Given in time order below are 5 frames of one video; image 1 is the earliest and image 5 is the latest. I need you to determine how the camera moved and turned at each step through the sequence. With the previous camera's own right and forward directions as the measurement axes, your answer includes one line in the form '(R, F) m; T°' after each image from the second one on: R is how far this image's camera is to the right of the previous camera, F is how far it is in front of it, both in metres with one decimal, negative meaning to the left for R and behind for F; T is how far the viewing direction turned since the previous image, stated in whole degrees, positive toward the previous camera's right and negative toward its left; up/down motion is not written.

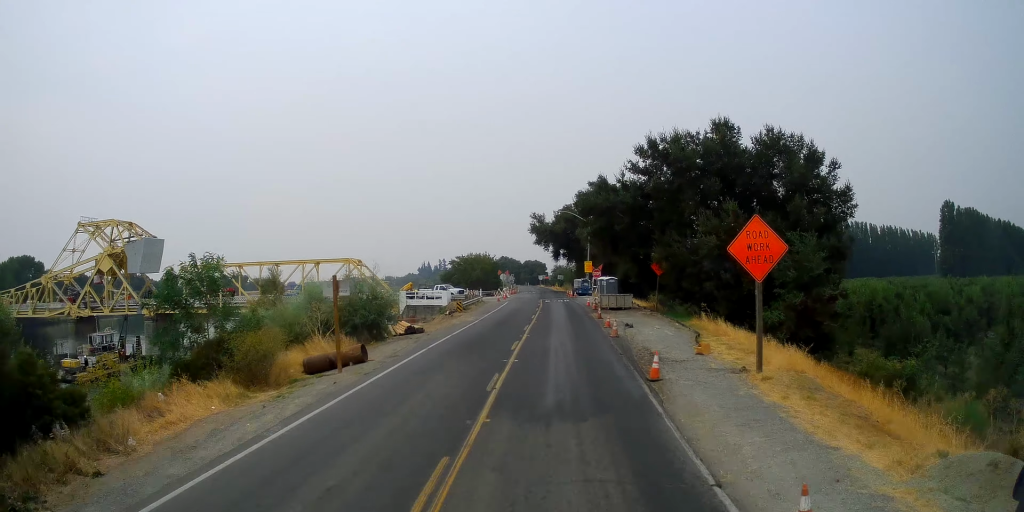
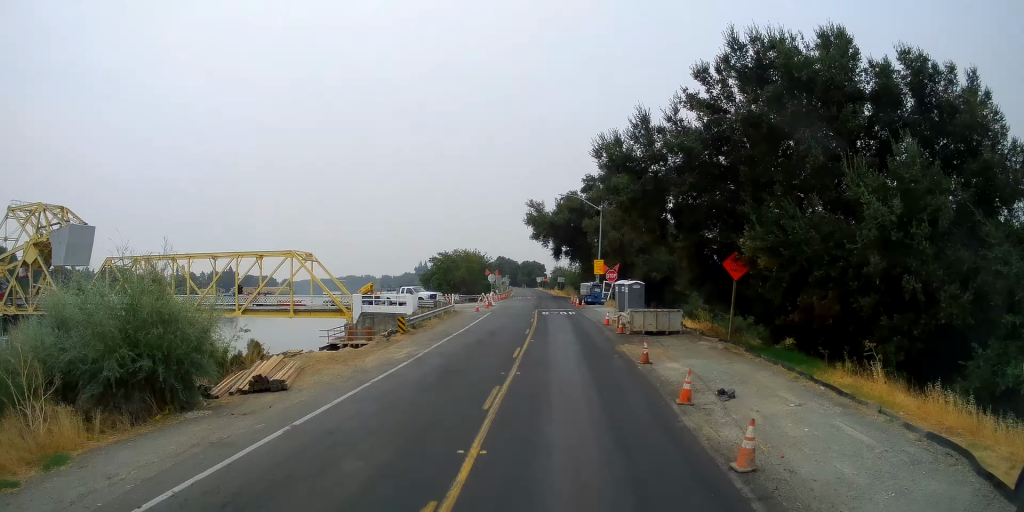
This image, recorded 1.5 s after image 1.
(-0.2, +18.7) m; -3°
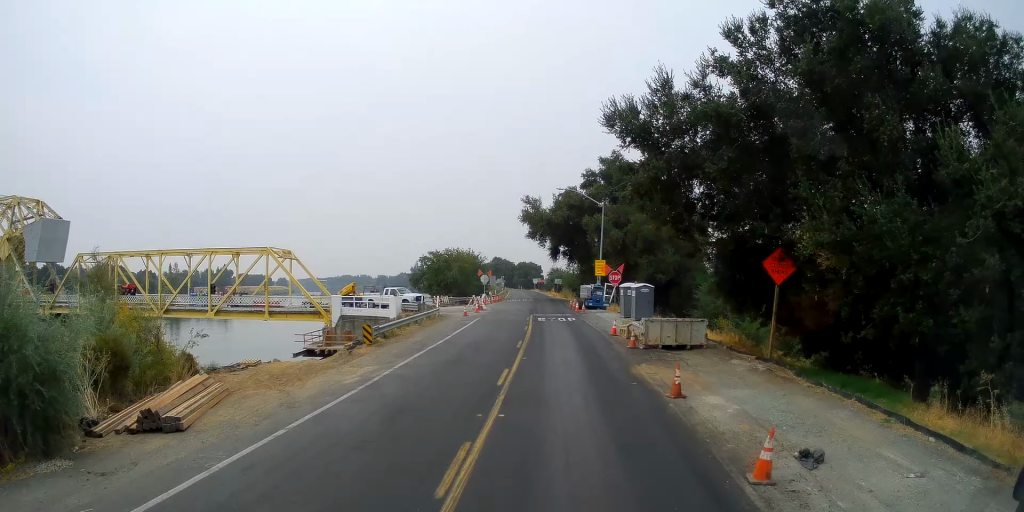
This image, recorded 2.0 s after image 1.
(+0.1, +5.5) m; +2°
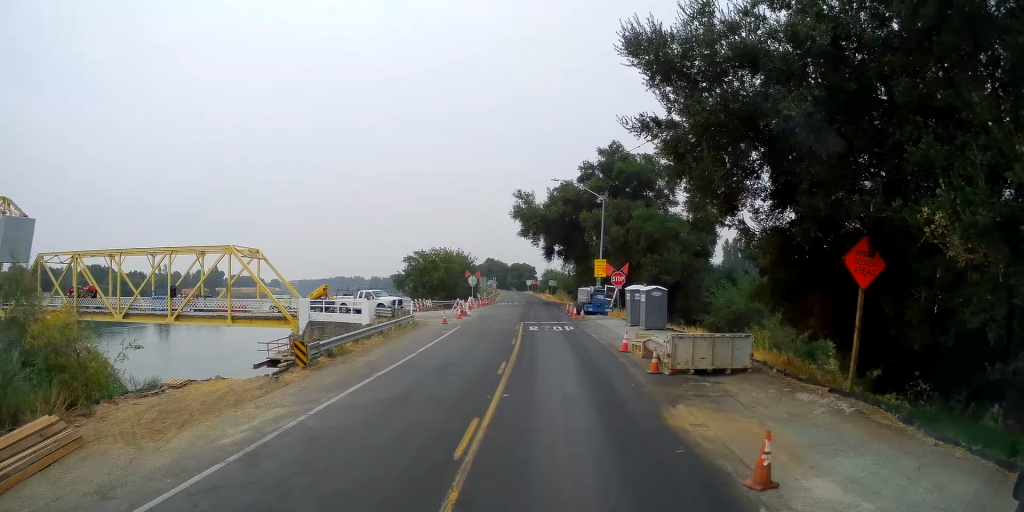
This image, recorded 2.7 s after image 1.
(+0.1, +7.1) m; +3°
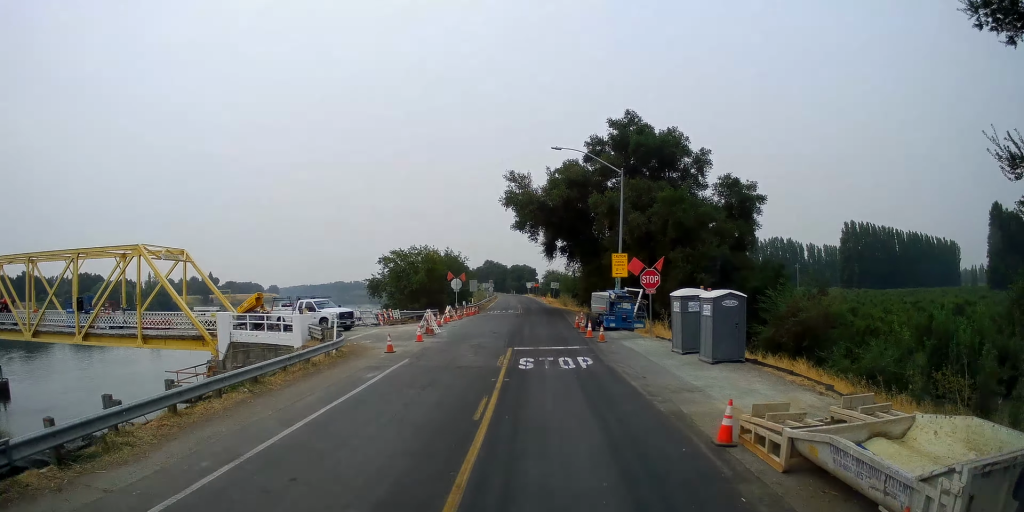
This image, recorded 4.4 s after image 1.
(+0.5, +14.4) m; -1°
